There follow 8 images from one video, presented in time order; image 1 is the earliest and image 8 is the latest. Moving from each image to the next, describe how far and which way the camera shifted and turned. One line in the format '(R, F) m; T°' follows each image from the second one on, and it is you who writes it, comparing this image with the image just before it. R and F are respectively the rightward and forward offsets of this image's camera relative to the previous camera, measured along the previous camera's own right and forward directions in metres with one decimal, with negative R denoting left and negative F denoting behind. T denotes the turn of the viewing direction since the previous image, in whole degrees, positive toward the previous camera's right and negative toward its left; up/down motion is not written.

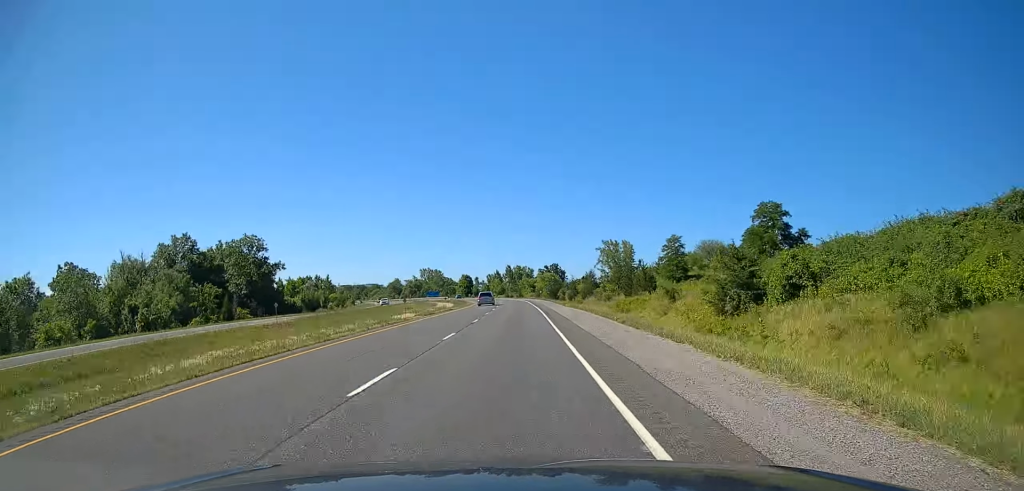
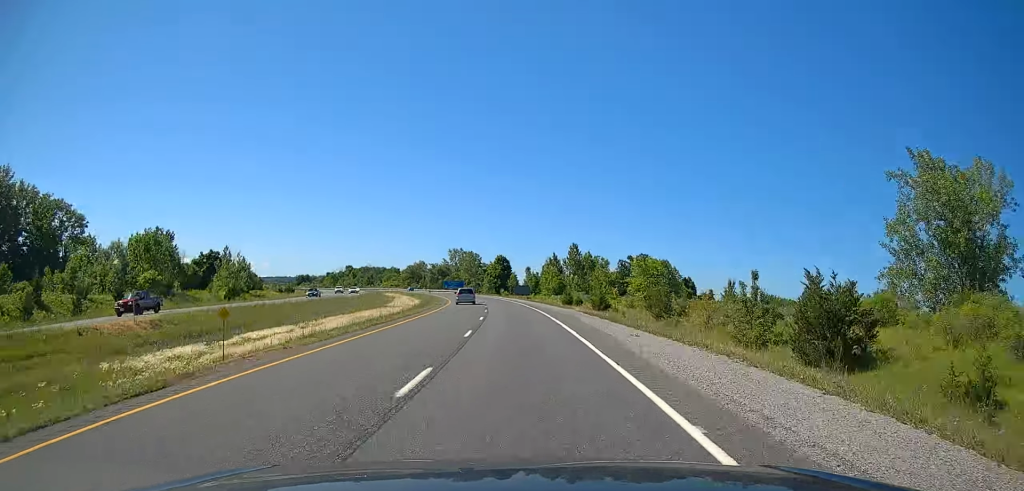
(-1.0, +120.8) m; -6°
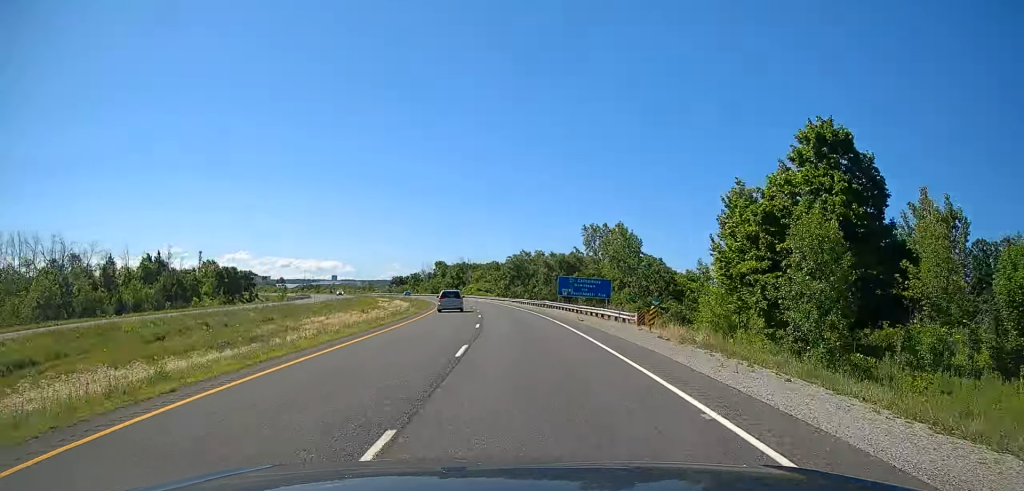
(-9.9, +138.6) m; -12°
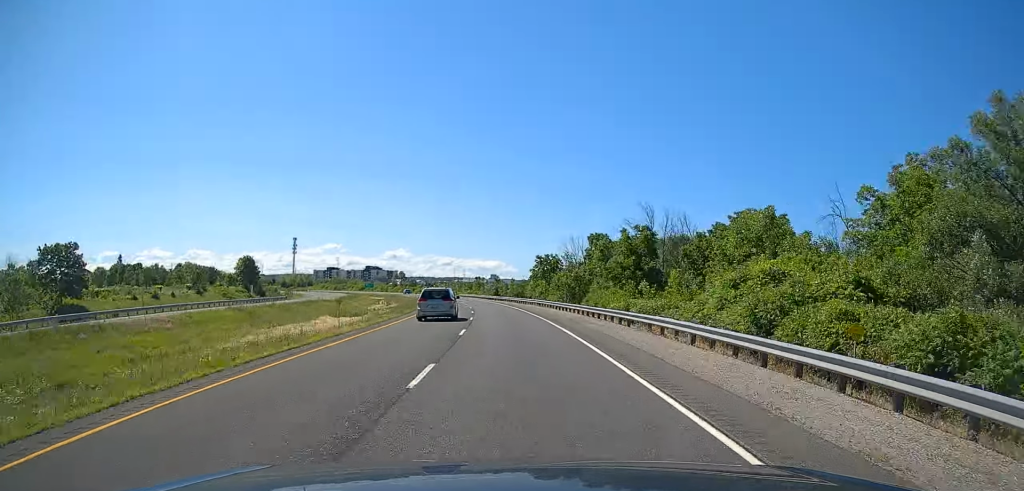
(-19.3, +148.1) m; -15°
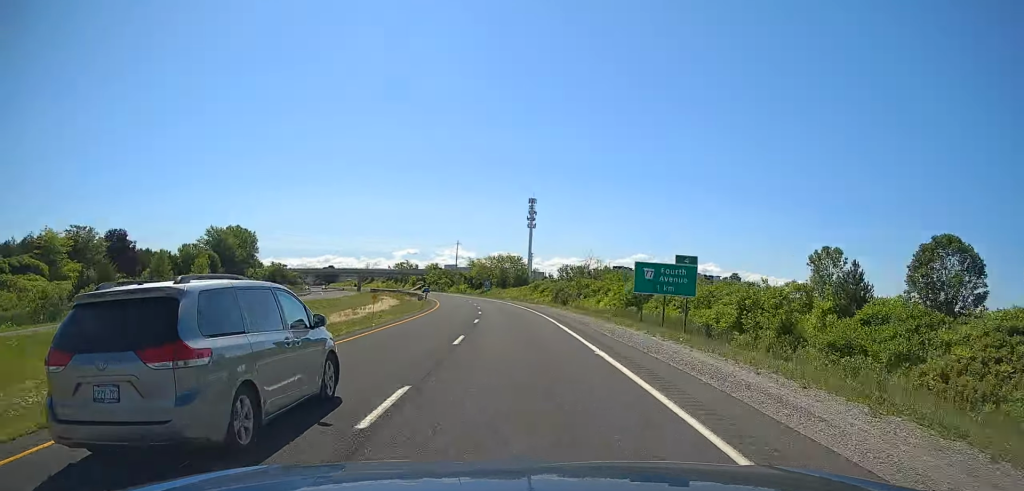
(-63.5, +257.7) m; -26°
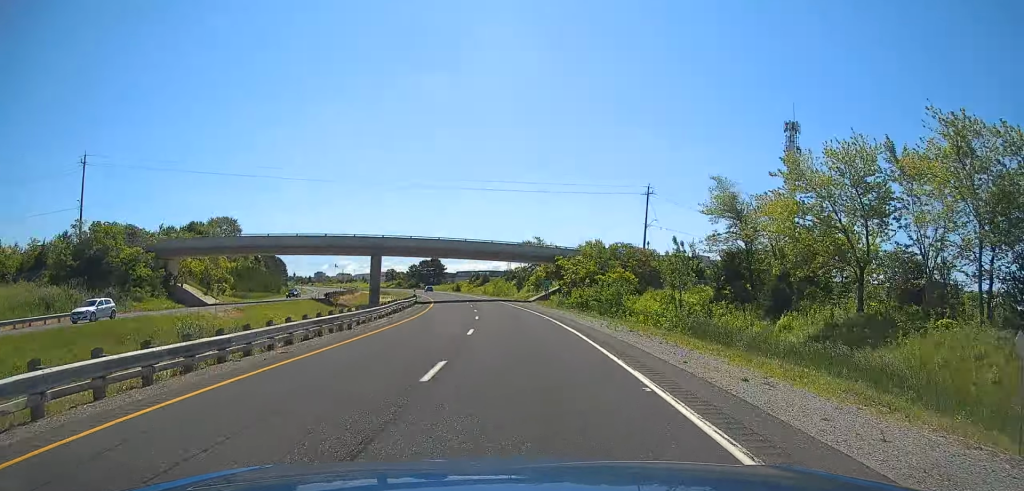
(-19.6, +148.2) m; -15°
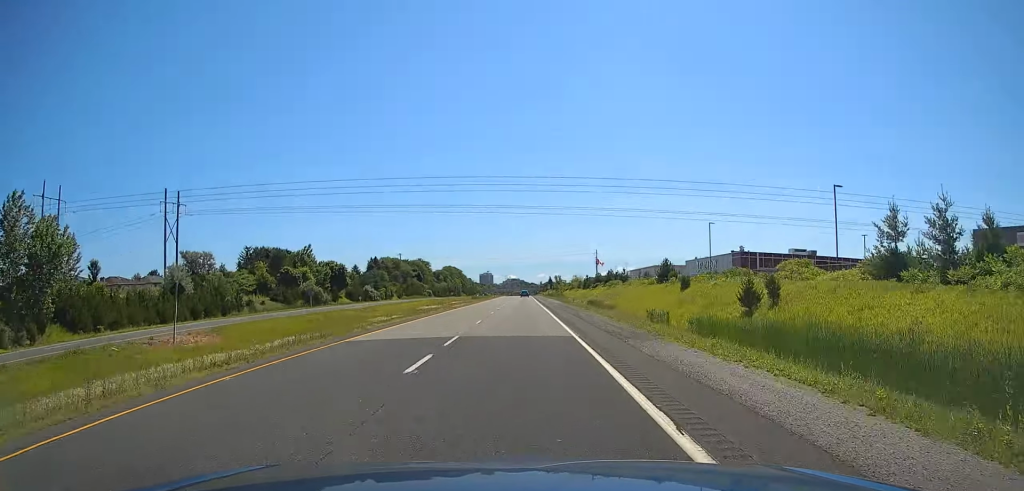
(-67.4, +301.2) m; -19°
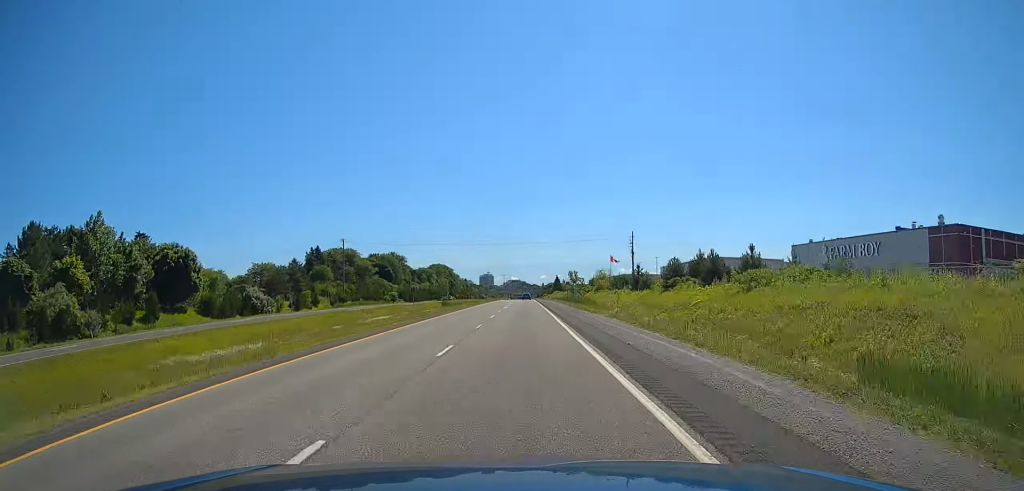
(-1.9, +73.7) m; -1°
